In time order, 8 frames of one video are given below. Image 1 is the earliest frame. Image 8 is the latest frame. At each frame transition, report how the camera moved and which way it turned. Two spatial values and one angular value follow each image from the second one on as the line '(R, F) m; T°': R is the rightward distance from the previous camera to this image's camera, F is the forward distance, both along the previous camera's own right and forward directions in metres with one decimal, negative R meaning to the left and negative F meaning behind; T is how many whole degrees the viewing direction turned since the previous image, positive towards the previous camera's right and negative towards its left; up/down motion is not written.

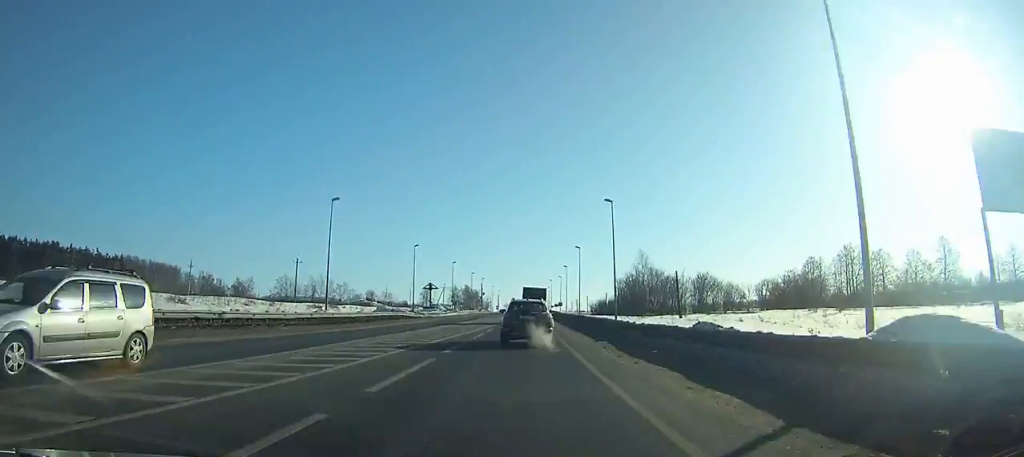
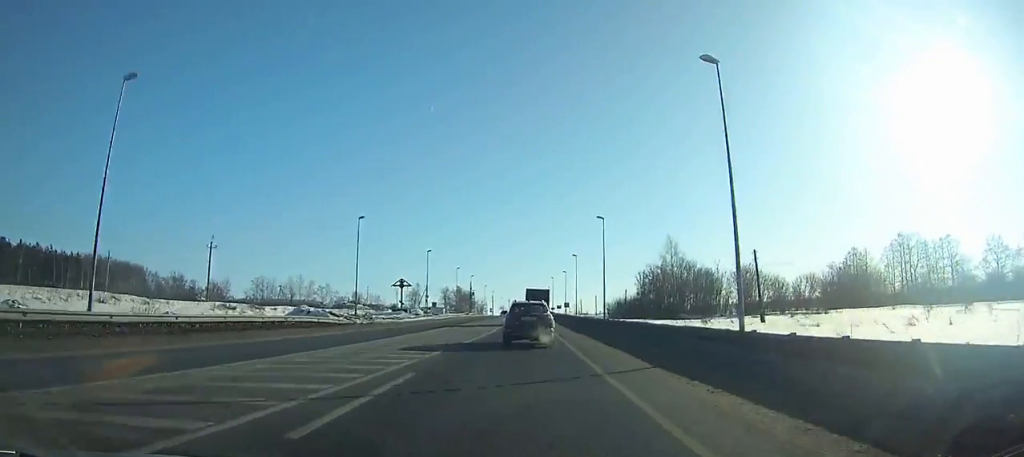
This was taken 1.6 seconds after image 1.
(+0.1, +27.3) m; 0°
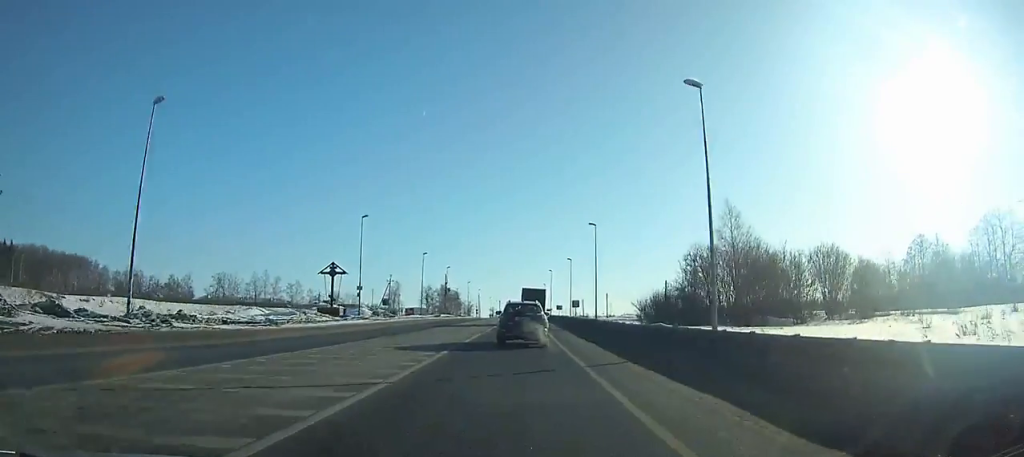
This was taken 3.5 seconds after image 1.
(+0.2, +32.1) m; +1°
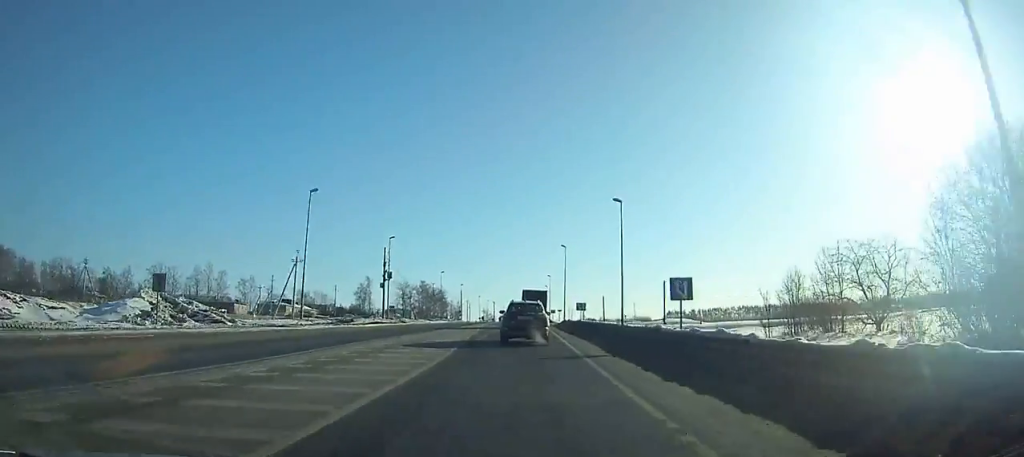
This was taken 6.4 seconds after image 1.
(+0.4, +48.5) m; +1°
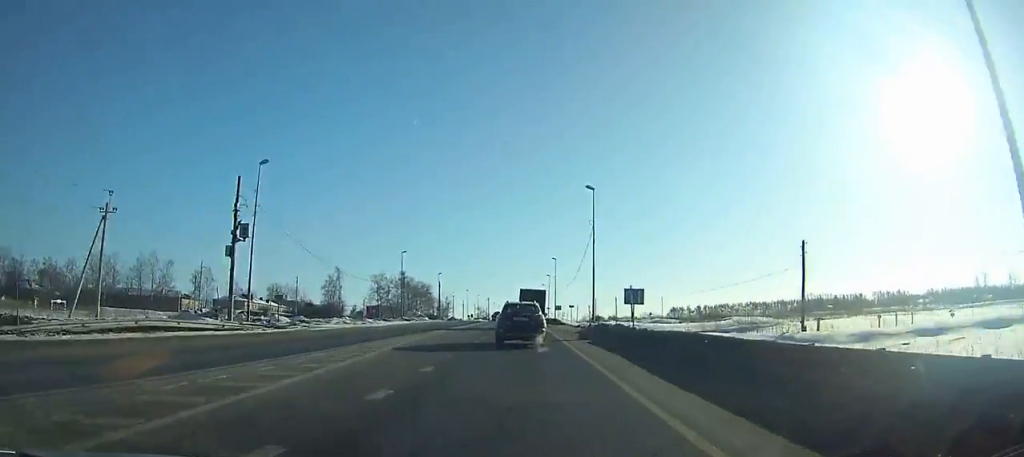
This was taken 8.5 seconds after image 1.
(+0.1, +34.7) m; 0°
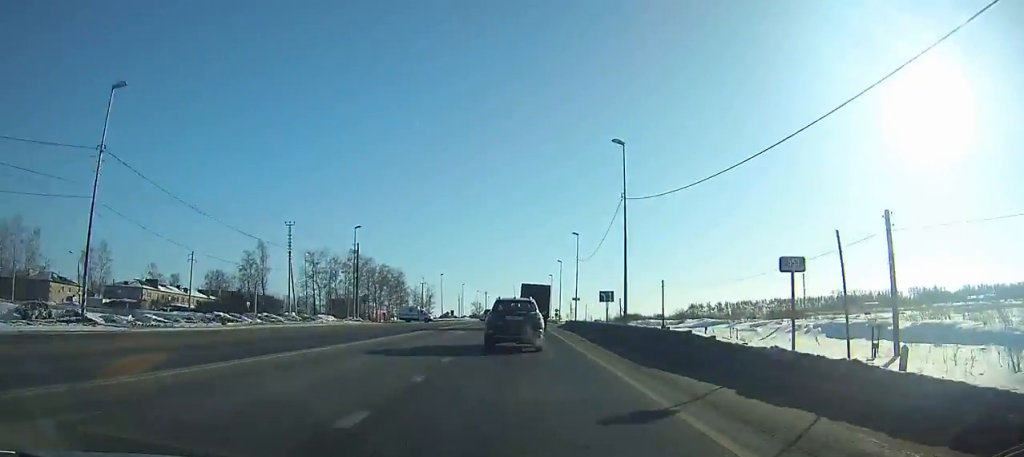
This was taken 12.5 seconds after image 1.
(+0.2, +64.8) m; 0°
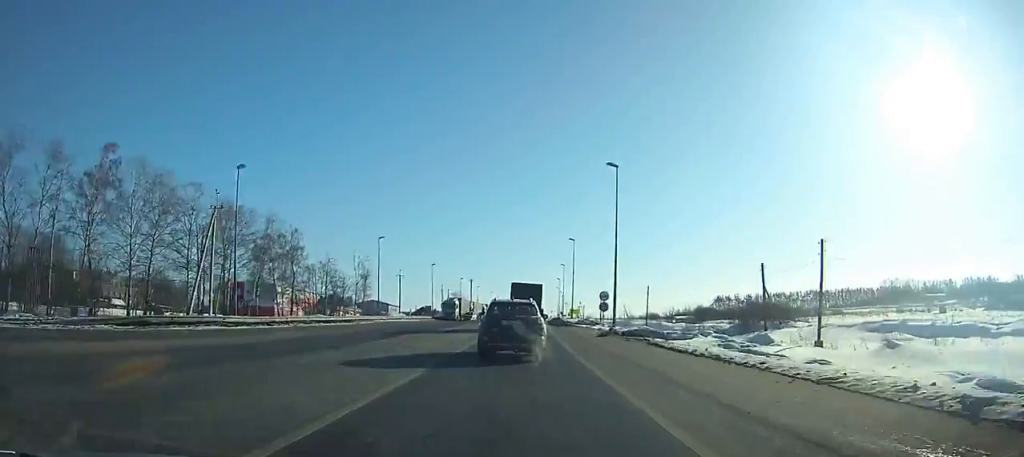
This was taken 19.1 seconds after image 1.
(-0.1, +100.3) m; 0°
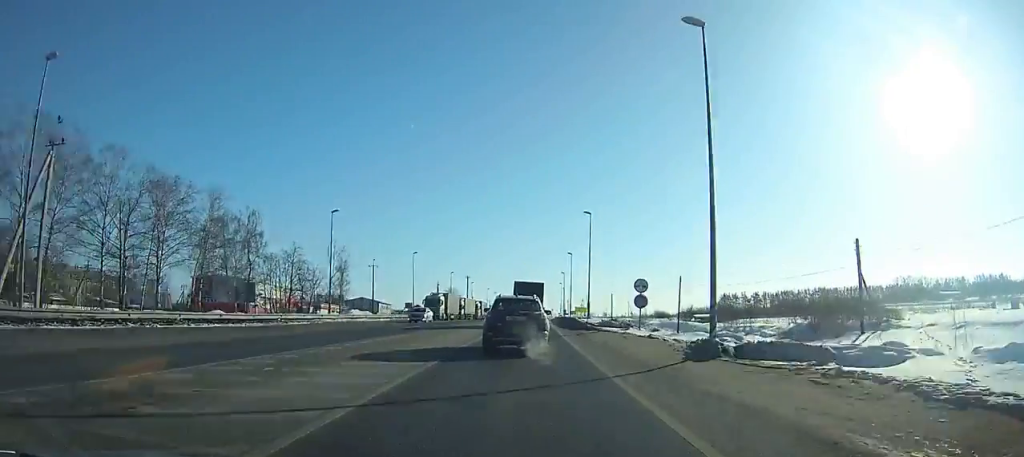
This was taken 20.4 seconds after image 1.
(+0.1, +17.9) m; 0°
